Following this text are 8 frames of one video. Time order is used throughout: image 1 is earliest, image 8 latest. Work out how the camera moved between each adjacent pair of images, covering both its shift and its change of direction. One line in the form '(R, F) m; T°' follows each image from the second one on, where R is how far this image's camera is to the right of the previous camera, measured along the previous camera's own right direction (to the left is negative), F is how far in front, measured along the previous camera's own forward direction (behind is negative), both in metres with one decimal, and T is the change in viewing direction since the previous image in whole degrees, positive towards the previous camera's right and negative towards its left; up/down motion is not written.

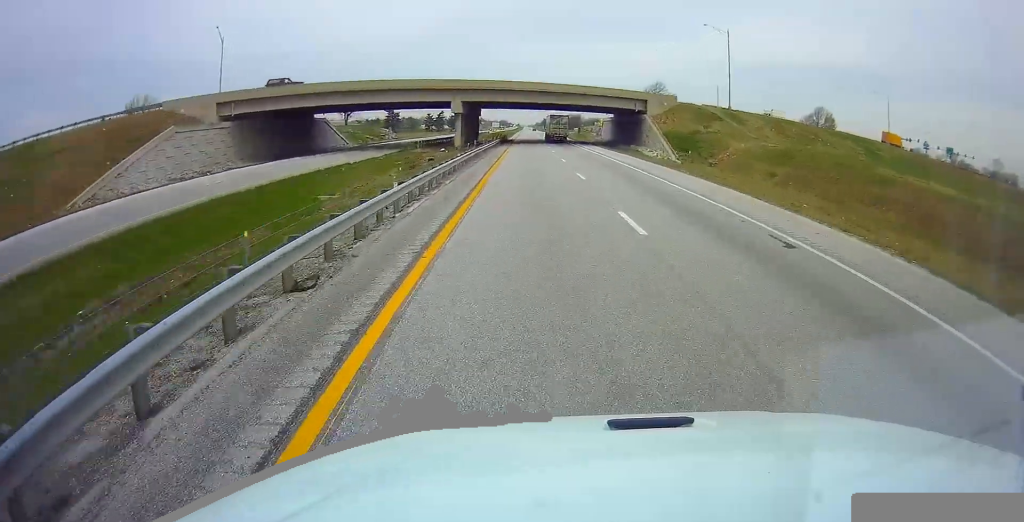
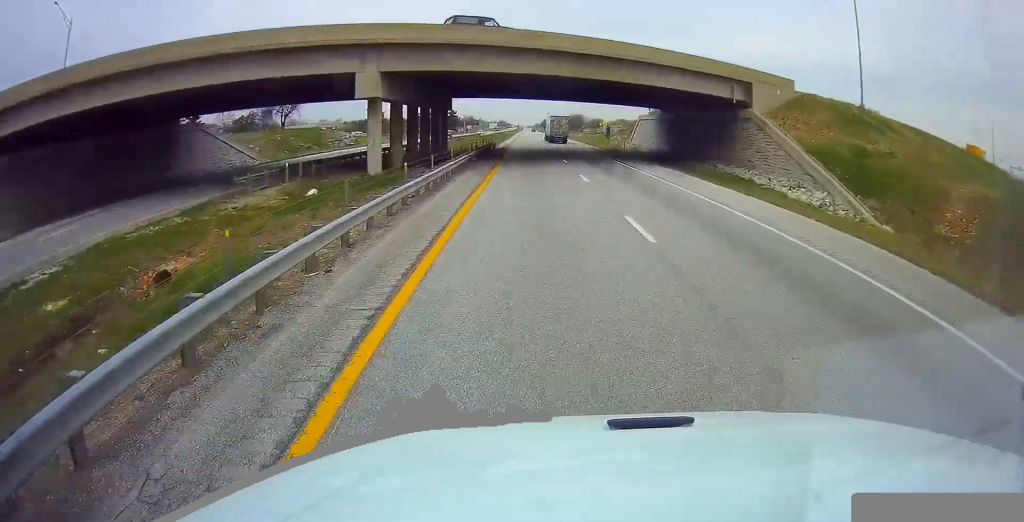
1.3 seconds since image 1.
(0.0, +37.3) m; 0°
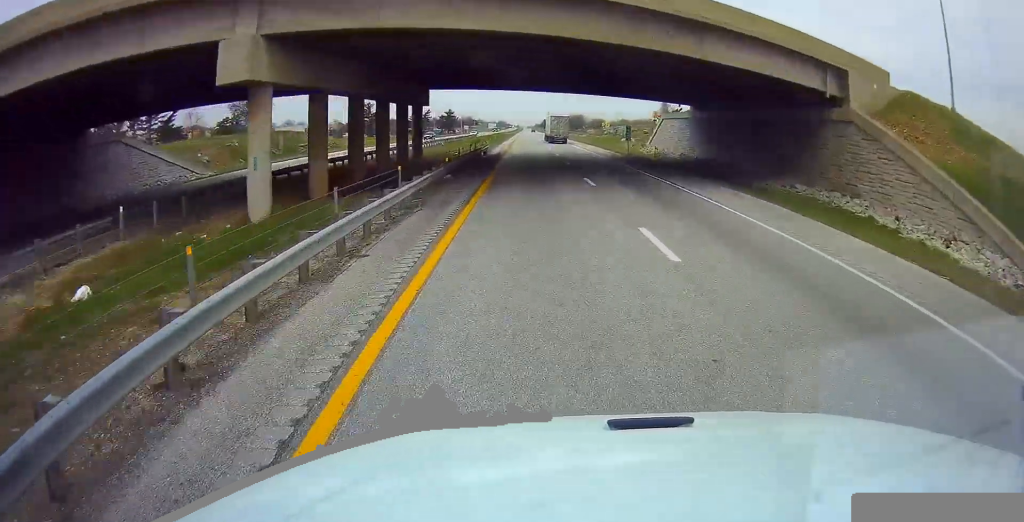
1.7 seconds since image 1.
(0.0, +13.8) m; 0°
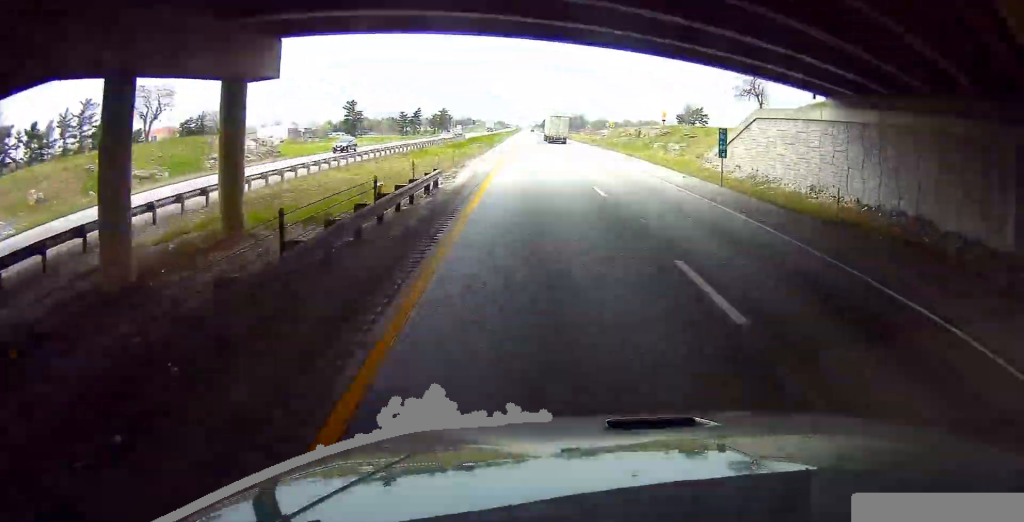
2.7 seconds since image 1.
(0.0, +27.6) m; 0°
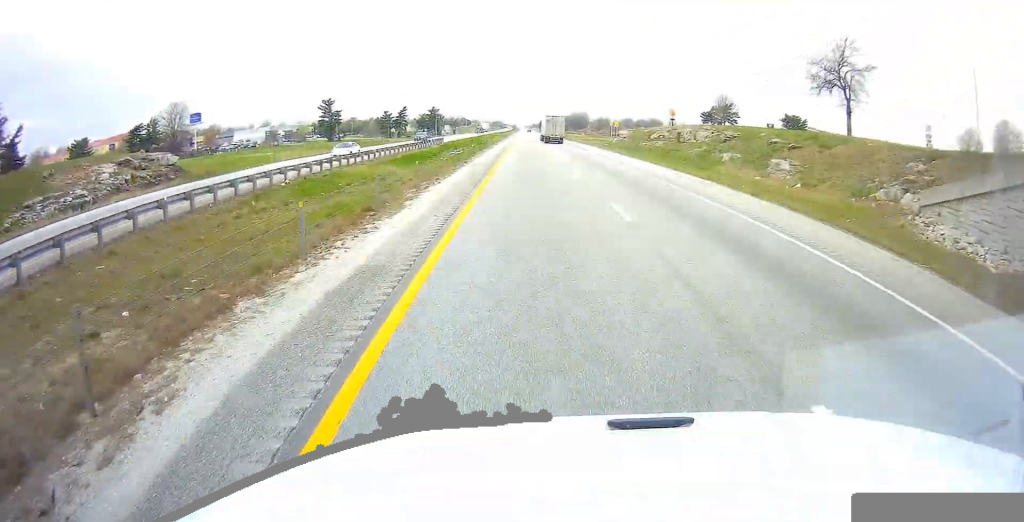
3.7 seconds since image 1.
(0.0, +29.5) m; 0°
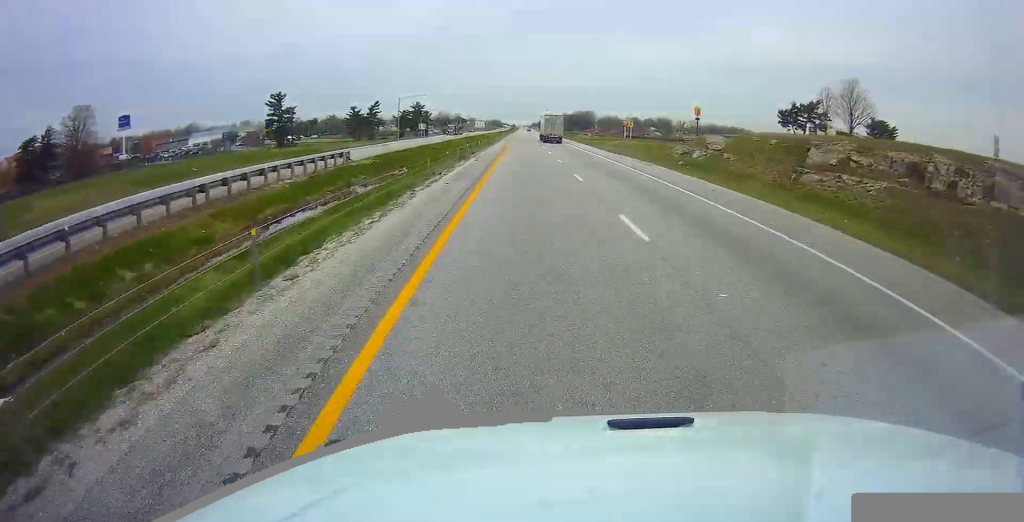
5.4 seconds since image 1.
(0.0, +50.8) m; 0°
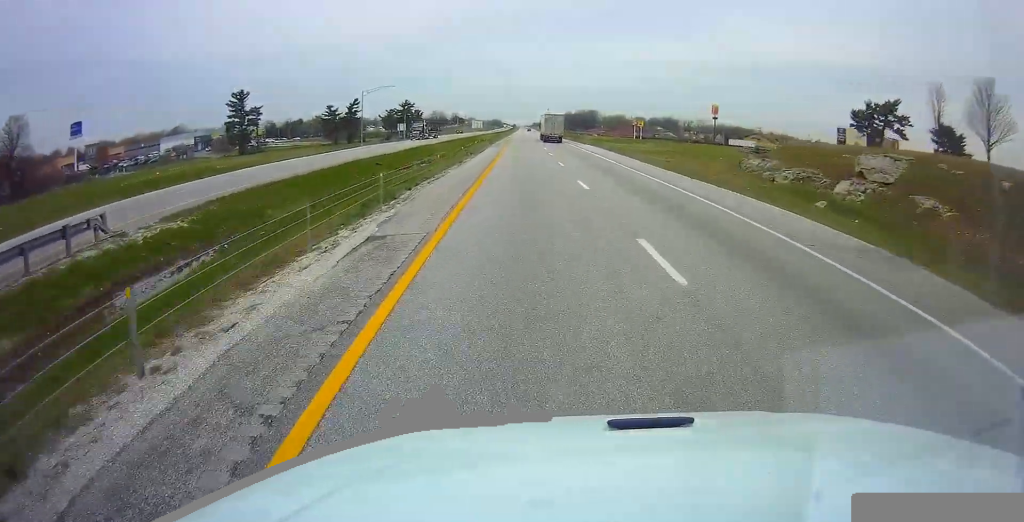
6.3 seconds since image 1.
(+0.1, +27.4) m; 0°
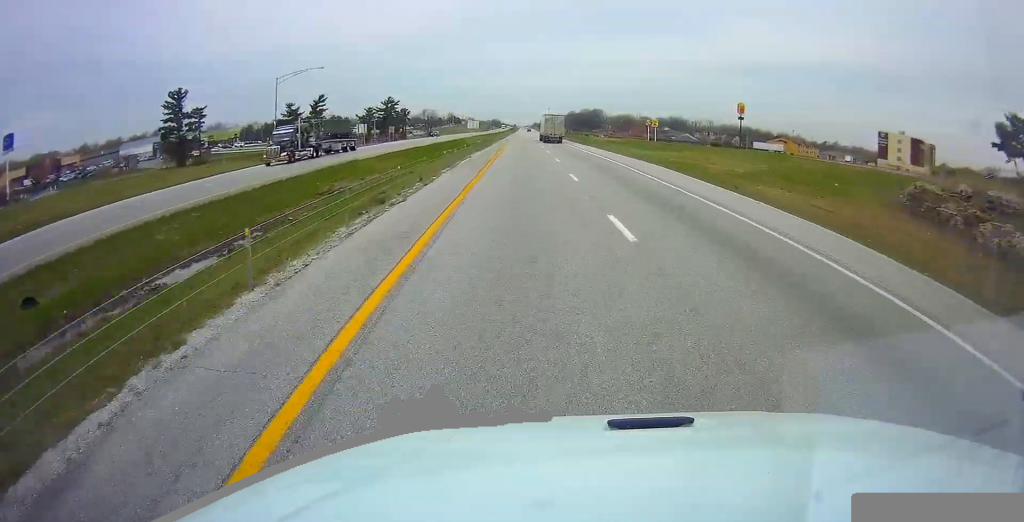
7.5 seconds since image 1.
(-0.1, +33.2) m; 0°
